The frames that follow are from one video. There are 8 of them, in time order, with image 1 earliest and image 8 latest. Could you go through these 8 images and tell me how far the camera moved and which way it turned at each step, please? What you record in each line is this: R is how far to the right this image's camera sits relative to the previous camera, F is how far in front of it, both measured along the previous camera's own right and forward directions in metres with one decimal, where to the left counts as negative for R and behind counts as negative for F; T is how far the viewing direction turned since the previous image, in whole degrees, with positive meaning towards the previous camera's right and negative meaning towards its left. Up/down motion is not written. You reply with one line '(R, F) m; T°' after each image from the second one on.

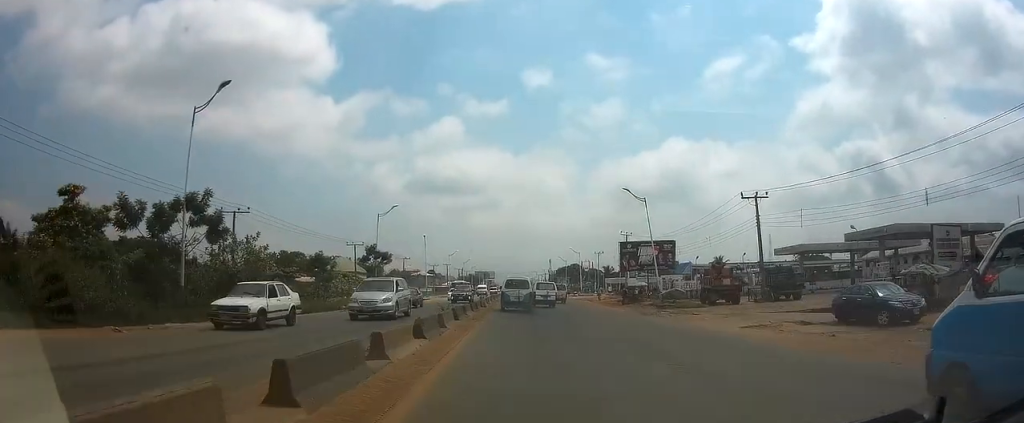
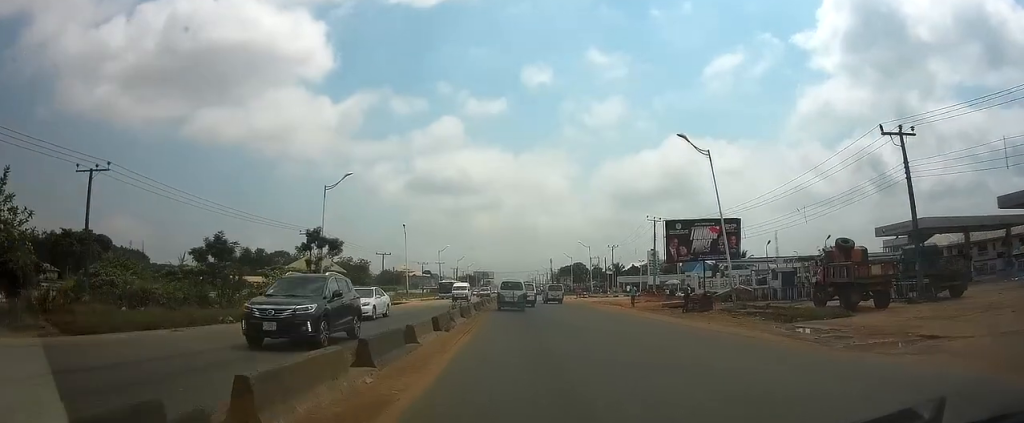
(0.0, +18.9) m; 0°
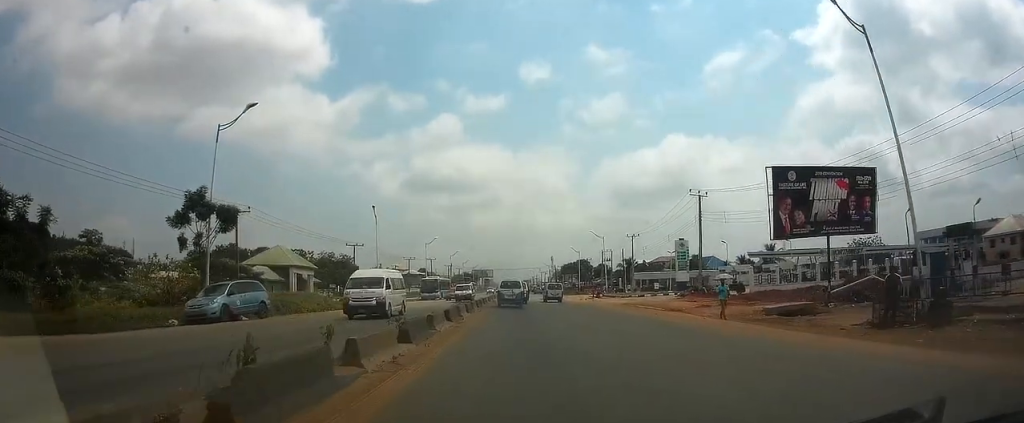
(0.0, +18.3) m; -1°
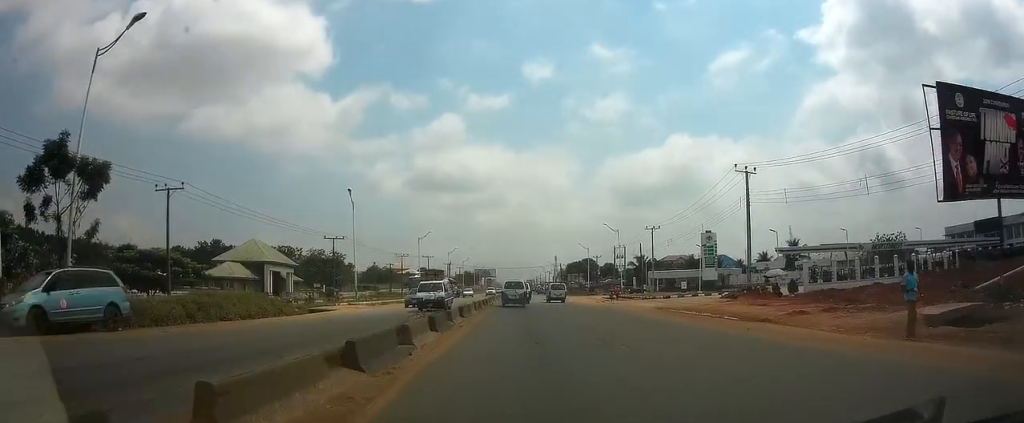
(0.0, +11.2) m; 0°
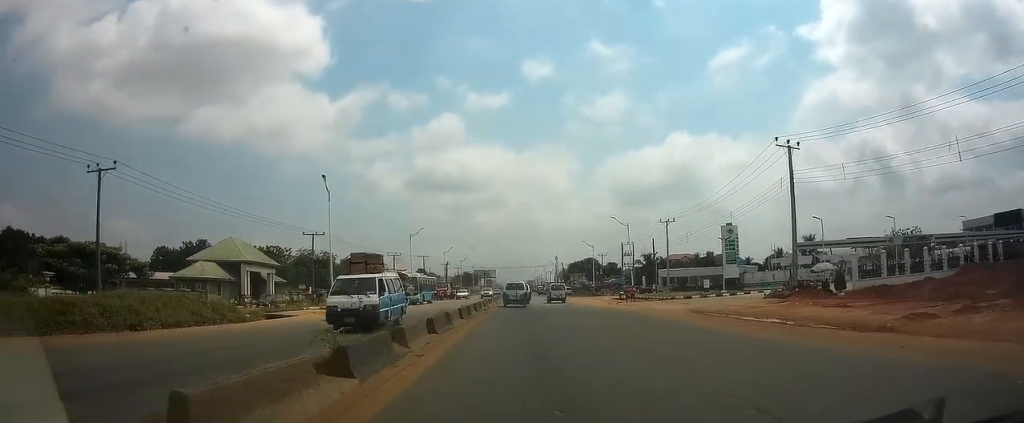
(0.0, +7.6) m; 0°
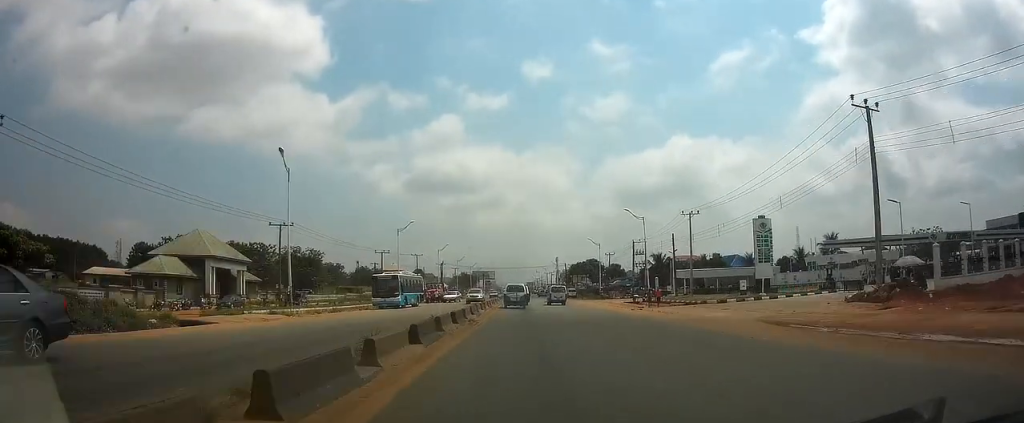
(0.0, +9.3) m; 0°
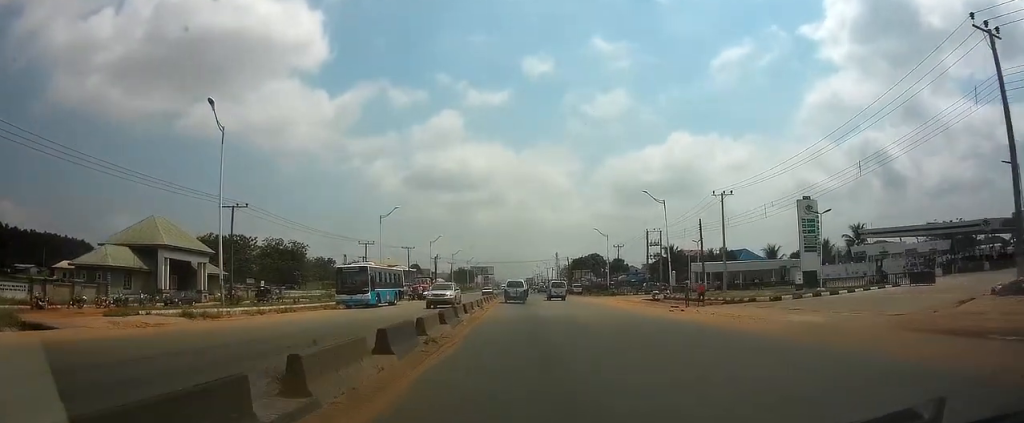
(0.0, +10.5) m; 0°
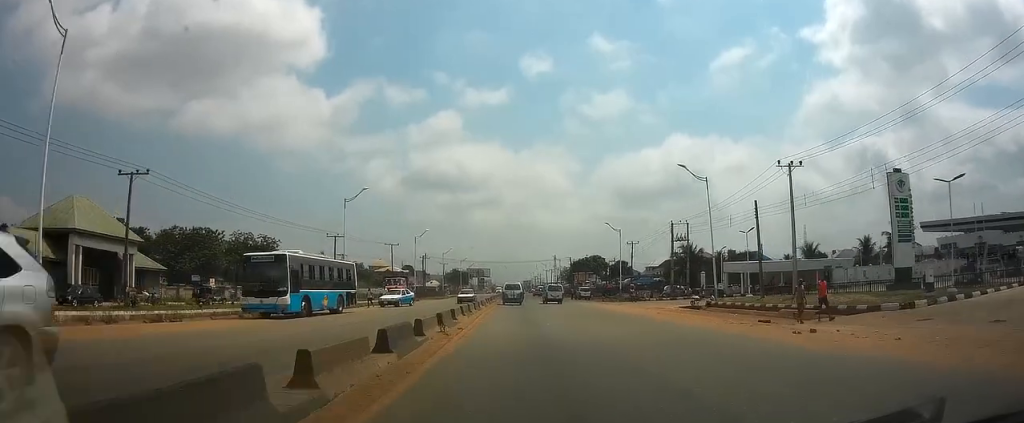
(0.0, +14.1) m; 0°
